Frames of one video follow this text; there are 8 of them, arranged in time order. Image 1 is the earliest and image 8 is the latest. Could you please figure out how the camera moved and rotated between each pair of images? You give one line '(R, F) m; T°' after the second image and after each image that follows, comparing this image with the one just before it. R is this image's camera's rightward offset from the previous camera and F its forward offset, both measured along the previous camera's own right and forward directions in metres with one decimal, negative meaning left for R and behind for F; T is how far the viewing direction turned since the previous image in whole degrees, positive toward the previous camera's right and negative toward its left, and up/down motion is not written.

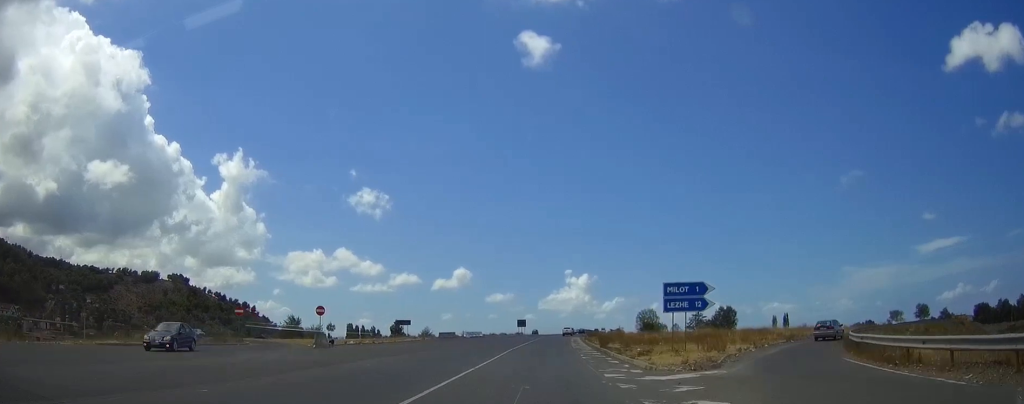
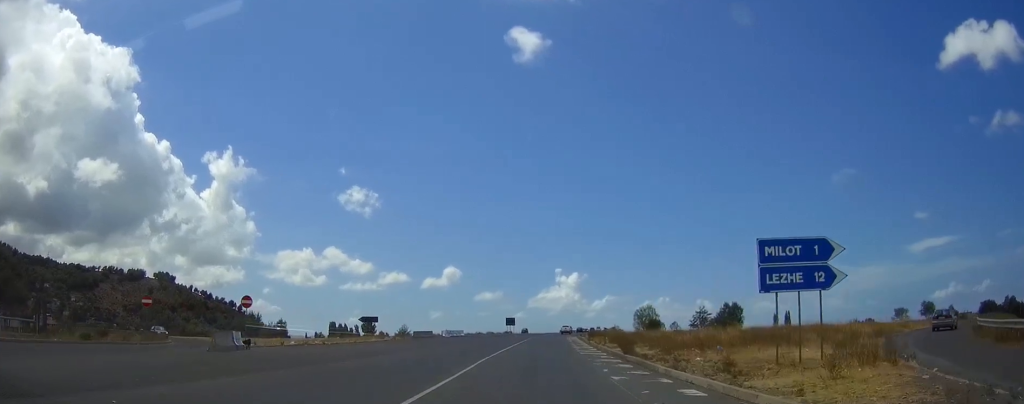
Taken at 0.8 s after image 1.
(0.0, +15.2) m; +1°
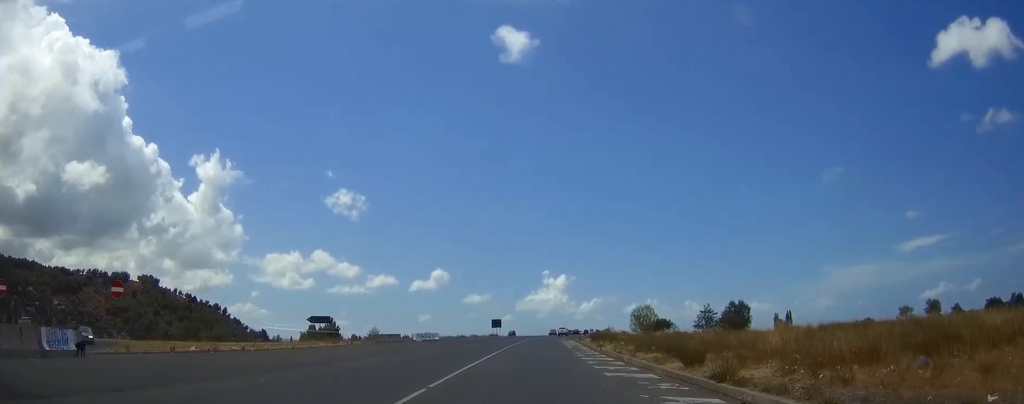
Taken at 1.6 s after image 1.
(+0.1, +15.7) m; 0°
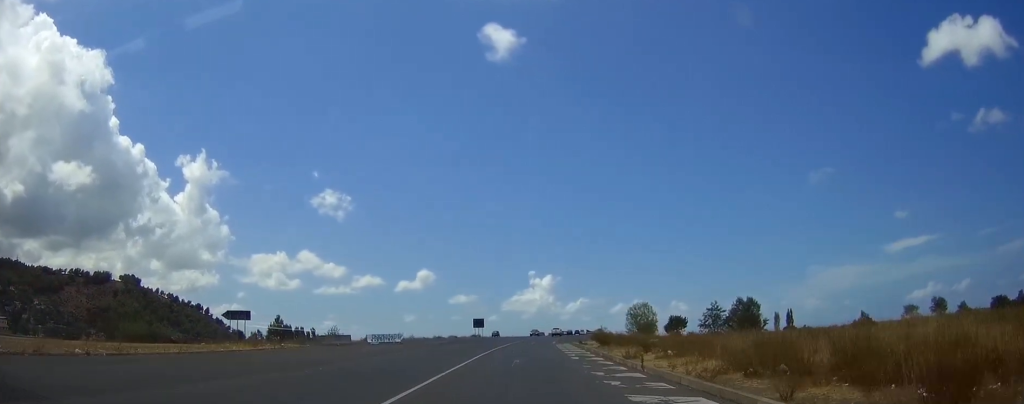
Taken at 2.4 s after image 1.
(0.0, +17.0) m; 0°
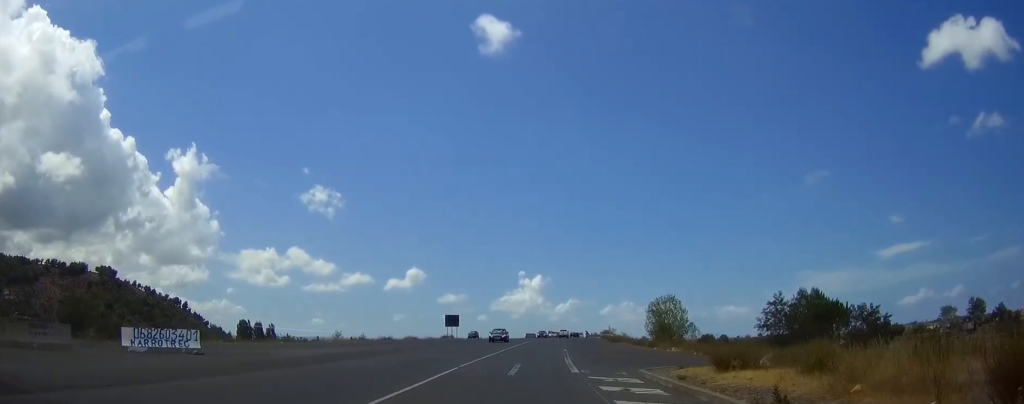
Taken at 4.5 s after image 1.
(+0.4, +40.8) m; +1°
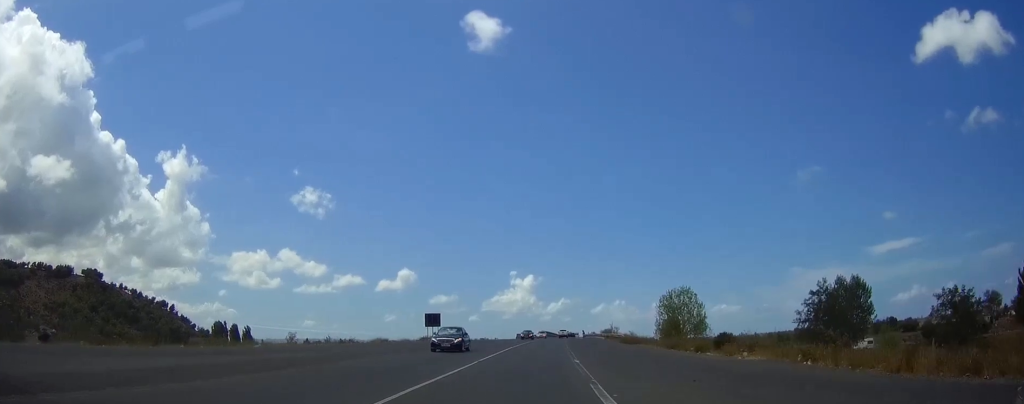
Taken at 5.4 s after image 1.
(+0.1, +17.5) m; +1°
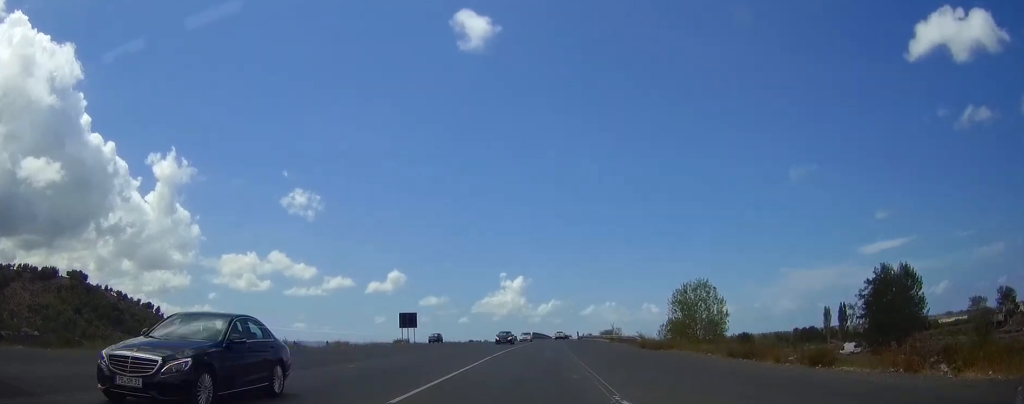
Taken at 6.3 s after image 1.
(+0.1, +16.2) m; +1°
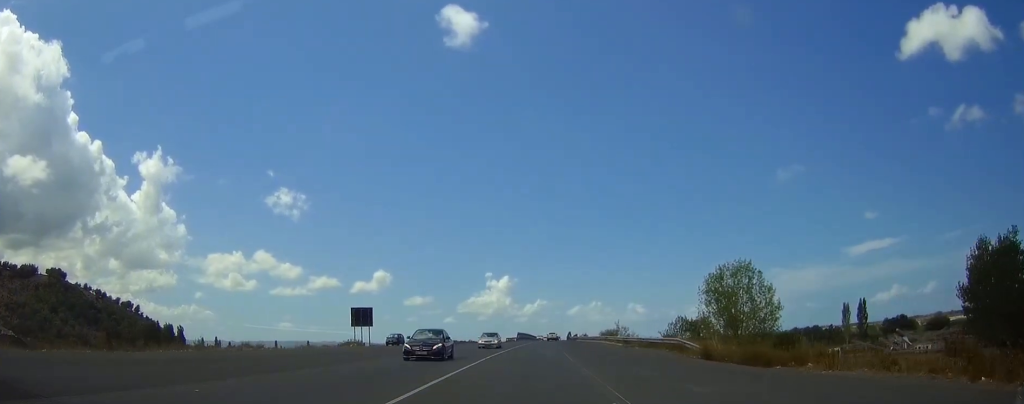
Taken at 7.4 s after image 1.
(+0.1, +22.6) m; +1°
